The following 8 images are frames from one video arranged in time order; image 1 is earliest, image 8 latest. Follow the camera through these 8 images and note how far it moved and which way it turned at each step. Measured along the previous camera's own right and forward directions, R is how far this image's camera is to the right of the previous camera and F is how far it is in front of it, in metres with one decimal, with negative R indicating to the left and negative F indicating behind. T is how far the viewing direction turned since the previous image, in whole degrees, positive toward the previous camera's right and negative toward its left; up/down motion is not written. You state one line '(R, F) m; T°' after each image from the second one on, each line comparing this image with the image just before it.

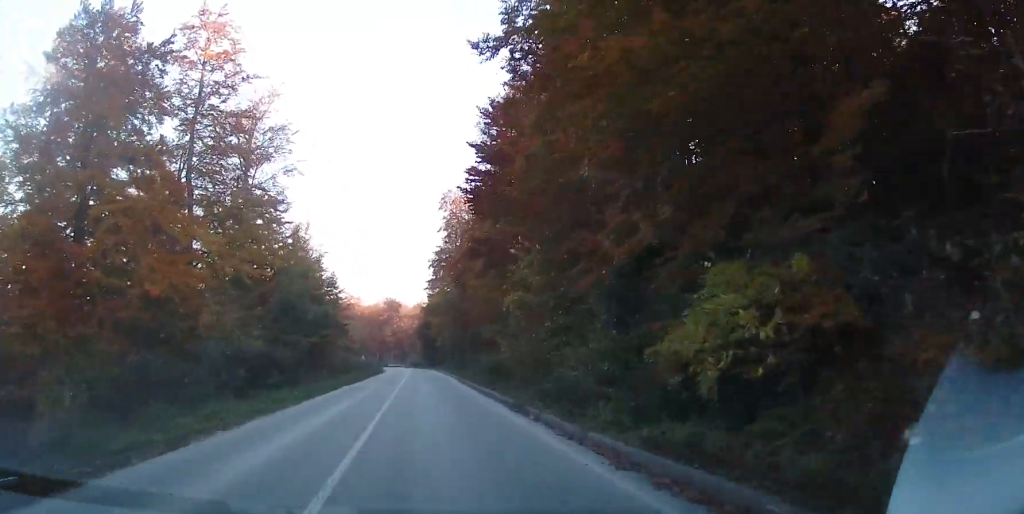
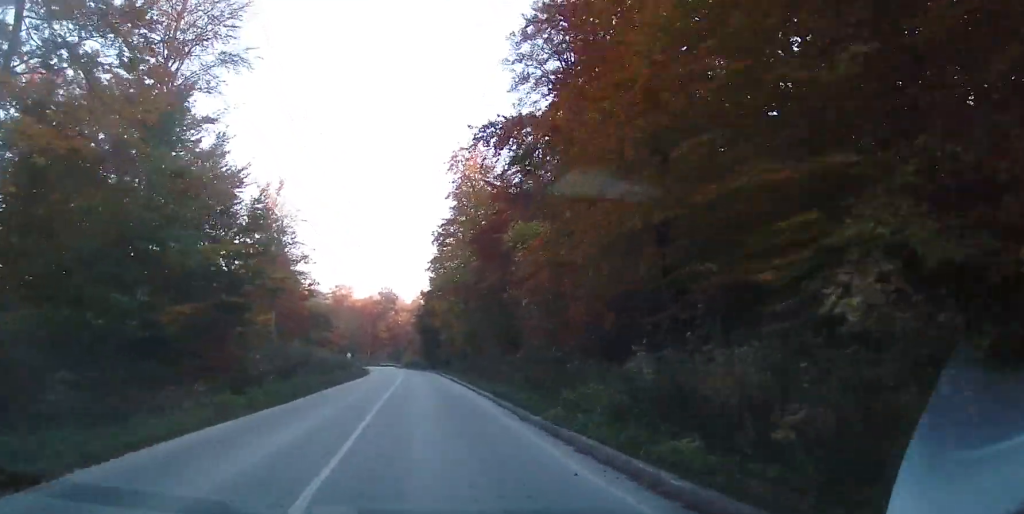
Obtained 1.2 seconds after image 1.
(+0.3, +22.9) m; 0°
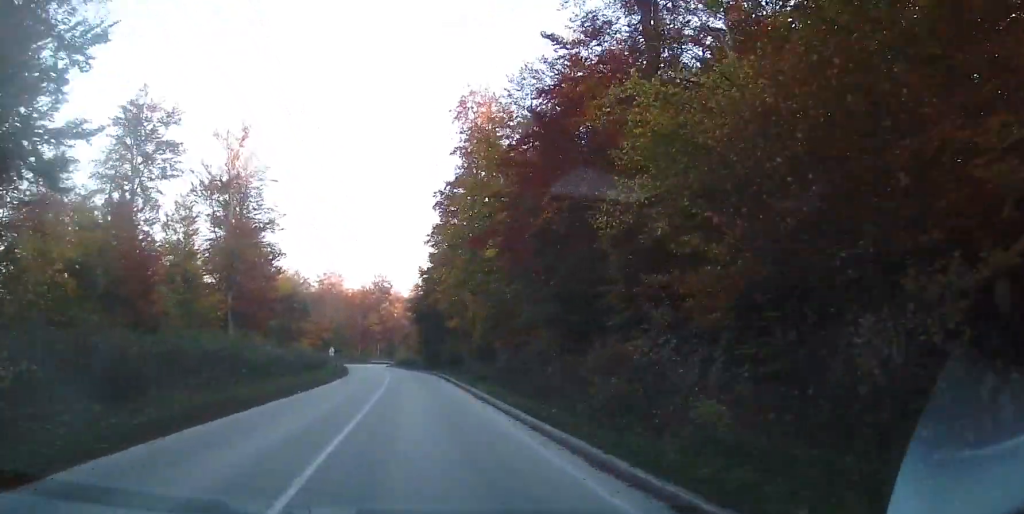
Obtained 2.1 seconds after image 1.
(-0.2, +17.7) m; -2°
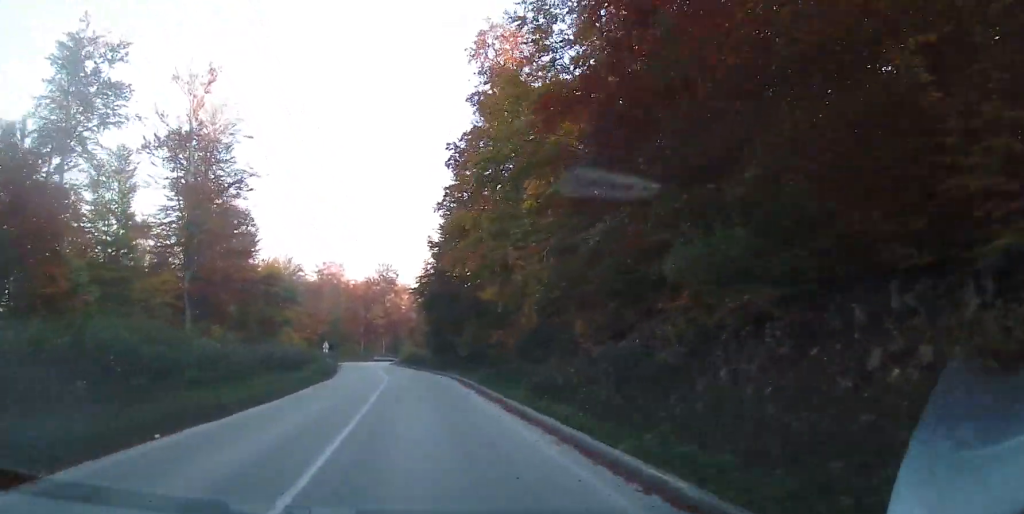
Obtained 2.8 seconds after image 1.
(-0.2, +13.7) m; -1°
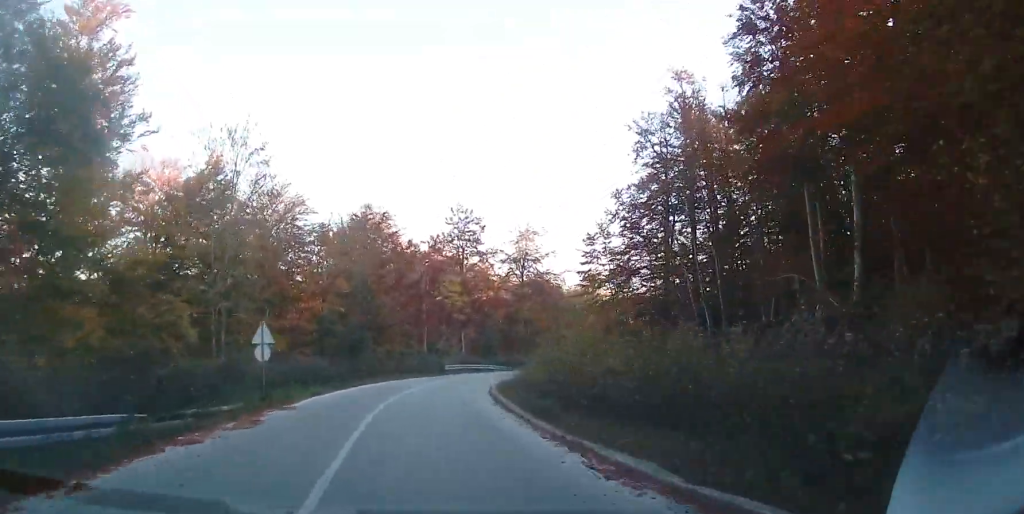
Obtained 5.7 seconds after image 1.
(-3.0, +56.2) m; -5°
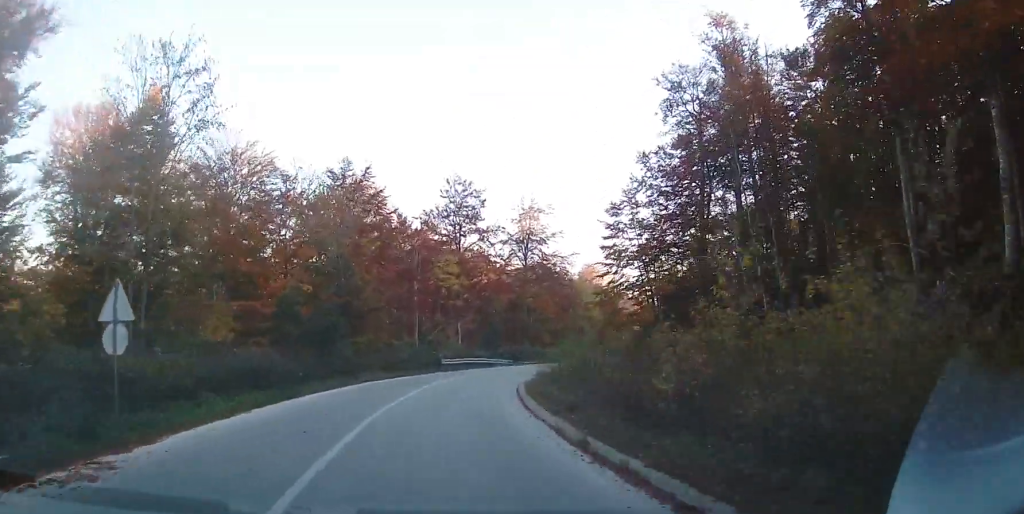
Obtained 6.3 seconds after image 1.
(+0.5, +10.3) m; +5°
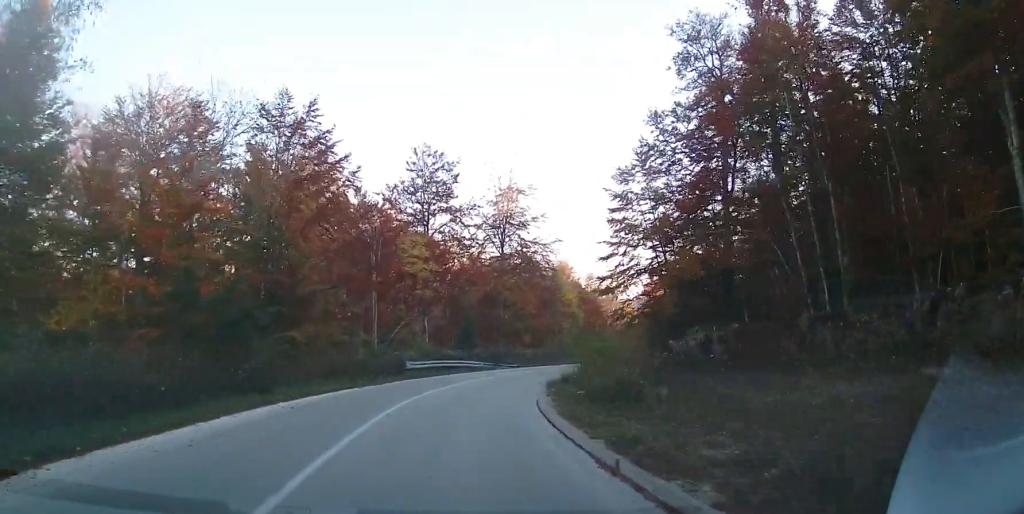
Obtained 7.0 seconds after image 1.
(+0.3, +10.7) m; +6°
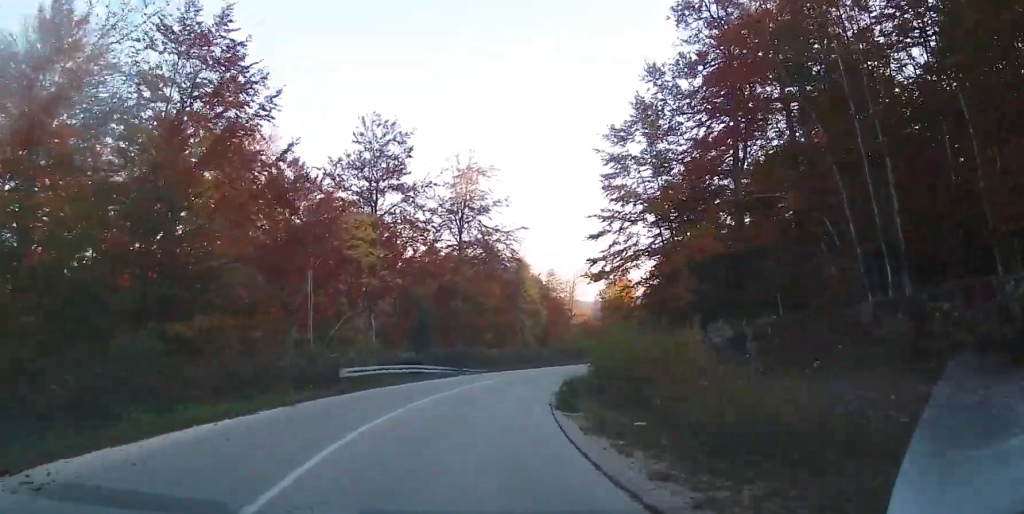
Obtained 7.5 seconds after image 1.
(+0.8, +8.8) m; +4°
